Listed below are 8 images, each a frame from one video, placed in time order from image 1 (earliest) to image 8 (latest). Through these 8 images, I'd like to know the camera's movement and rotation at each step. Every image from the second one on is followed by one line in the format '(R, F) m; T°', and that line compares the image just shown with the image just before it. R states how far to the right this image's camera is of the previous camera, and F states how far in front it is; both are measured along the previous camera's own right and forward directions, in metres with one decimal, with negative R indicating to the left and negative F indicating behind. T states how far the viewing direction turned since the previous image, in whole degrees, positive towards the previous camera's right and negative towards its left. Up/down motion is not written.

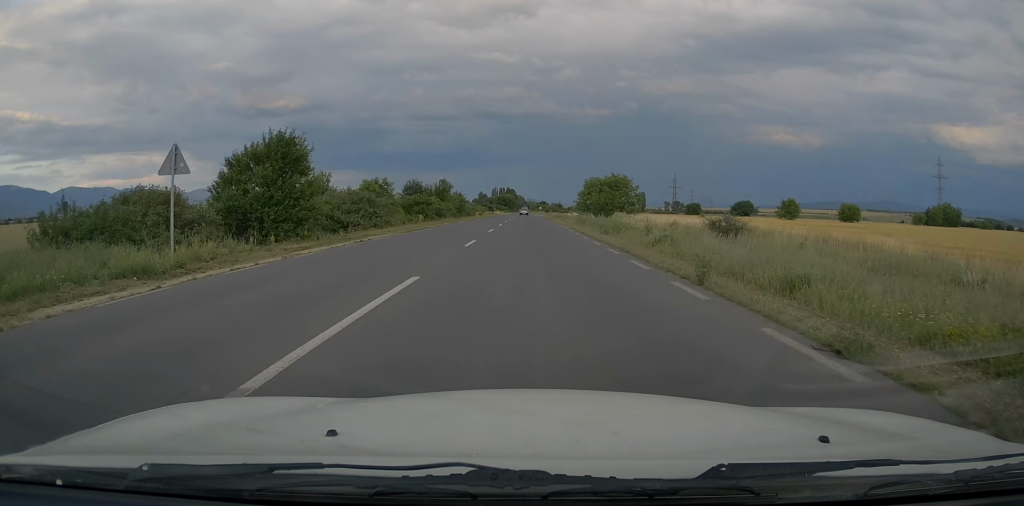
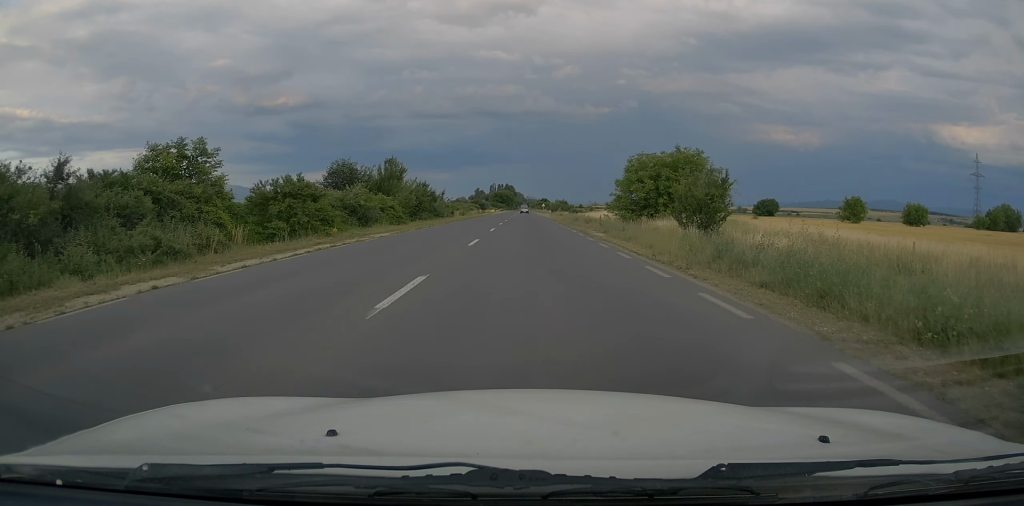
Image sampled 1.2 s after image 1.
(-0.2, +33.4) m; -1°
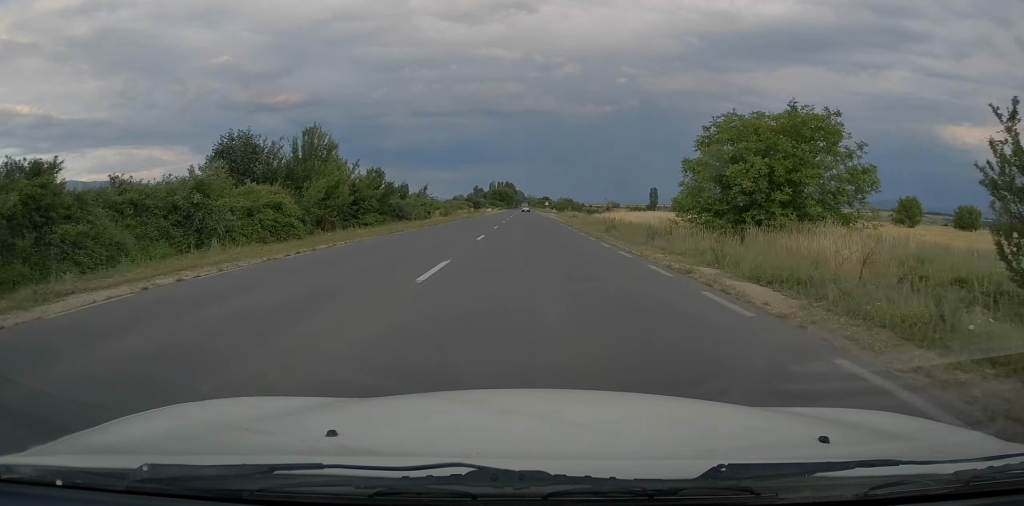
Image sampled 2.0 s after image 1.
(+0.1, +20.0) m; -1°
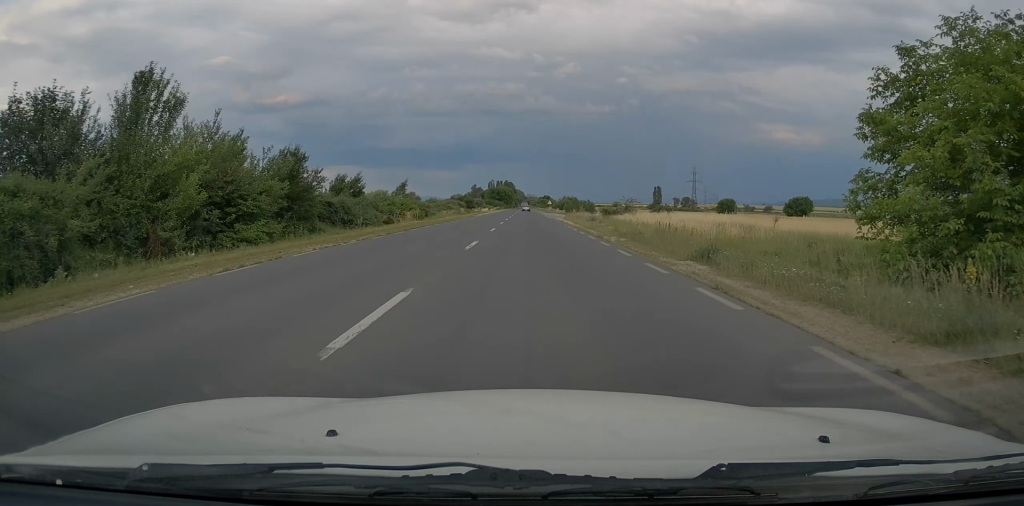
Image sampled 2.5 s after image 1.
(-0.3, +15.6) m; 0°
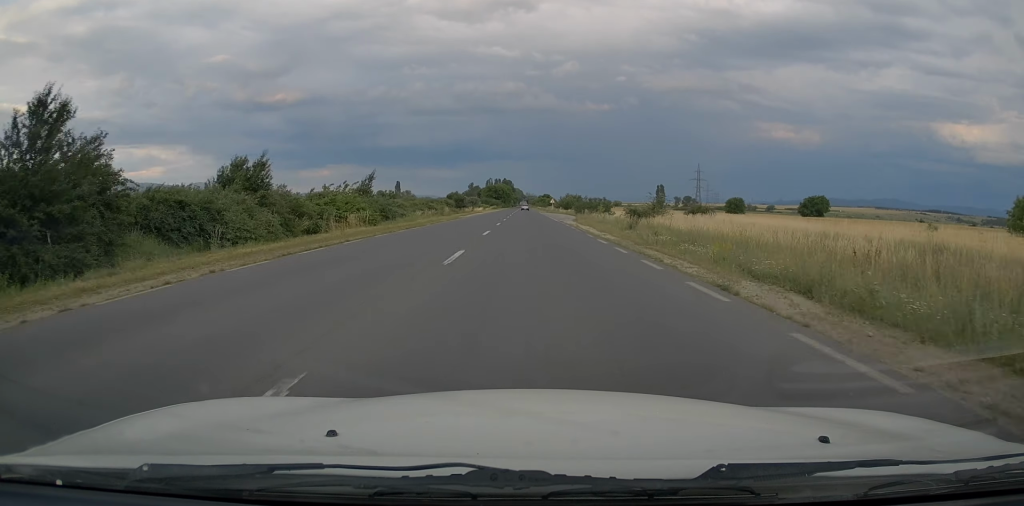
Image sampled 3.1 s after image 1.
(-0.1, +15.6) m; 0°
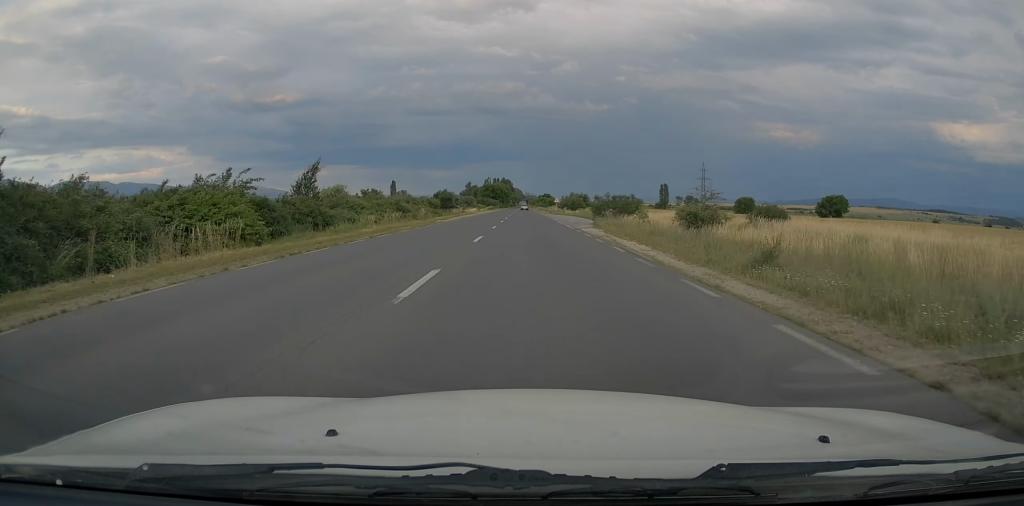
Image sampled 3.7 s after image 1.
(+0.4, +15.6) m; 0°
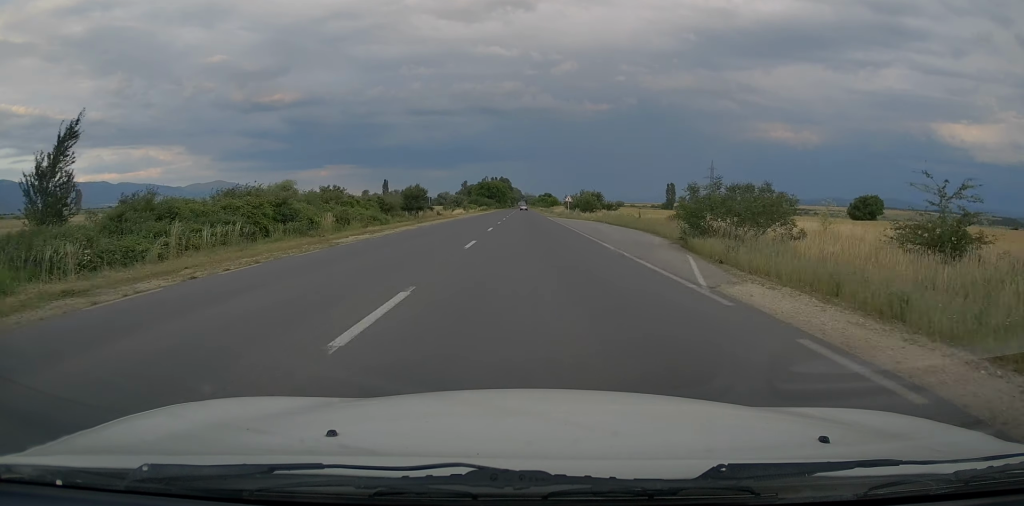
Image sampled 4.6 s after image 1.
(-0.1, +24.7) m; 0°
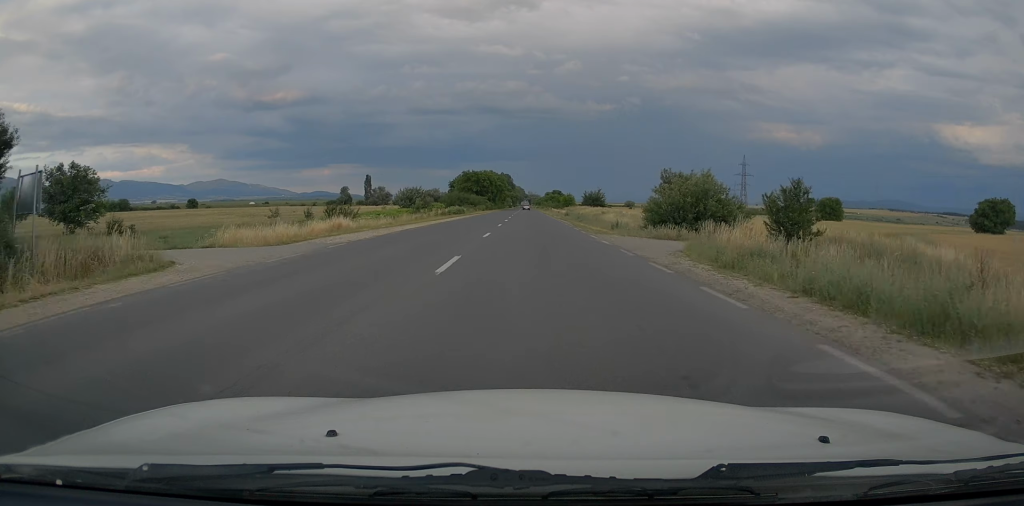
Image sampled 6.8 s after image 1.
(-0.4, +62.2) m; -1°
